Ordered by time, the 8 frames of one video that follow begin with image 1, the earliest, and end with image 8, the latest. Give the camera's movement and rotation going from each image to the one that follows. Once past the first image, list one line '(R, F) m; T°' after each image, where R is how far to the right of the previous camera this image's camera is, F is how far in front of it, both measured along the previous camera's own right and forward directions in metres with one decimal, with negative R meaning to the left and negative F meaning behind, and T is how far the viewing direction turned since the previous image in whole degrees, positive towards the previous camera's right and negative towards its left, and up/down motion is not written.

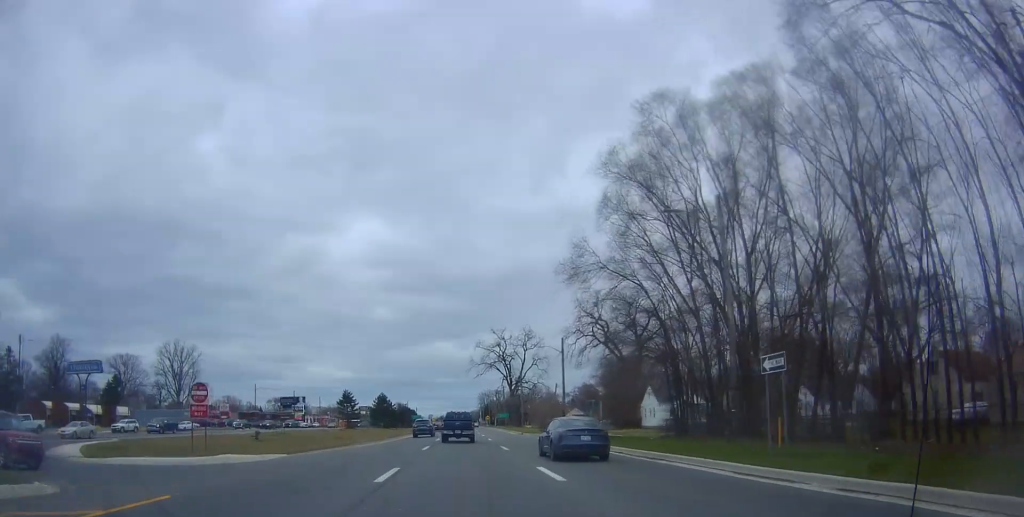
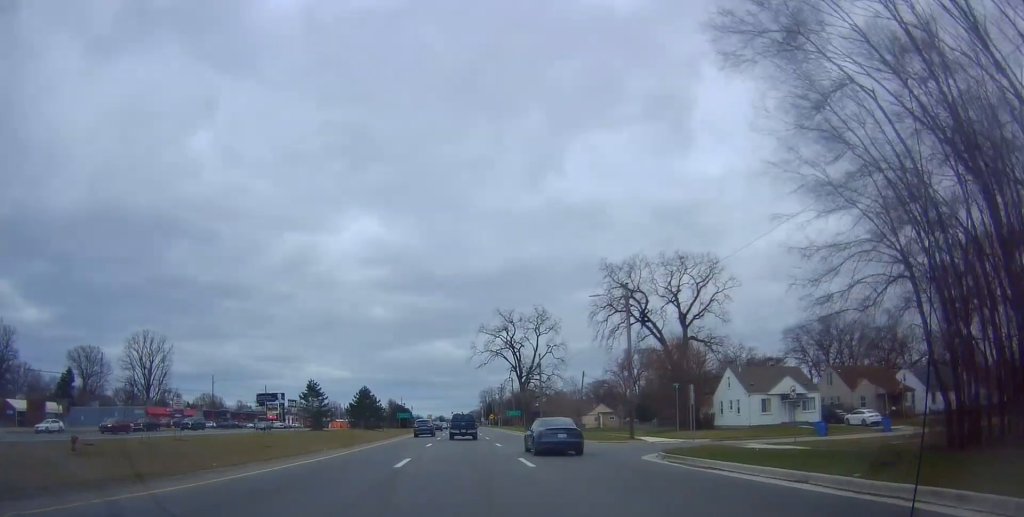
(-0.2, +26.0) m; 0°
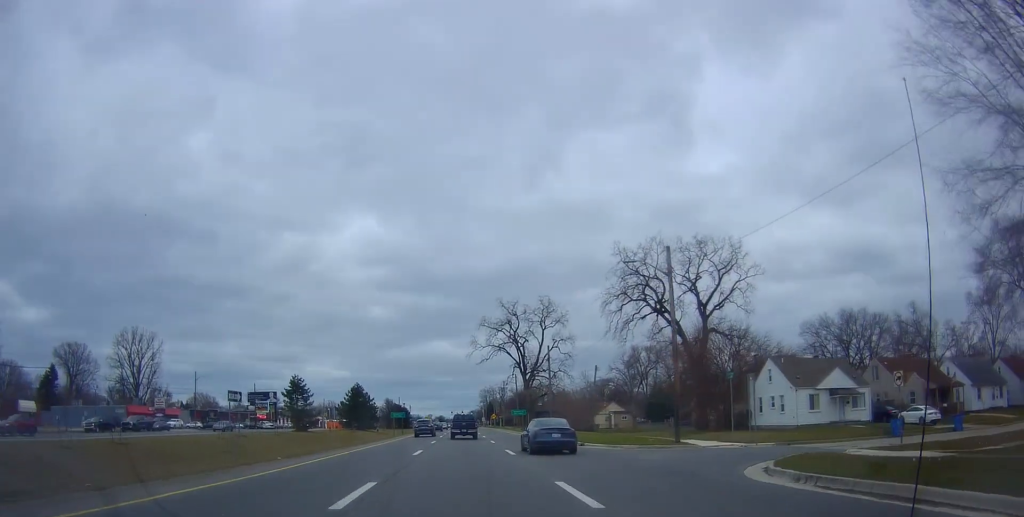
(+0.2, +8.4) m; -1°
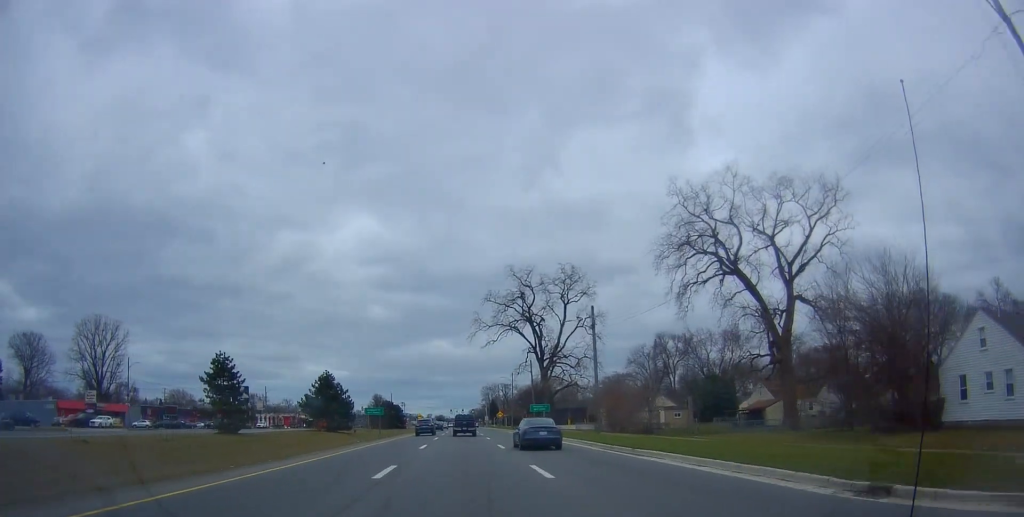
(-0.7, +24.9) m; 0°
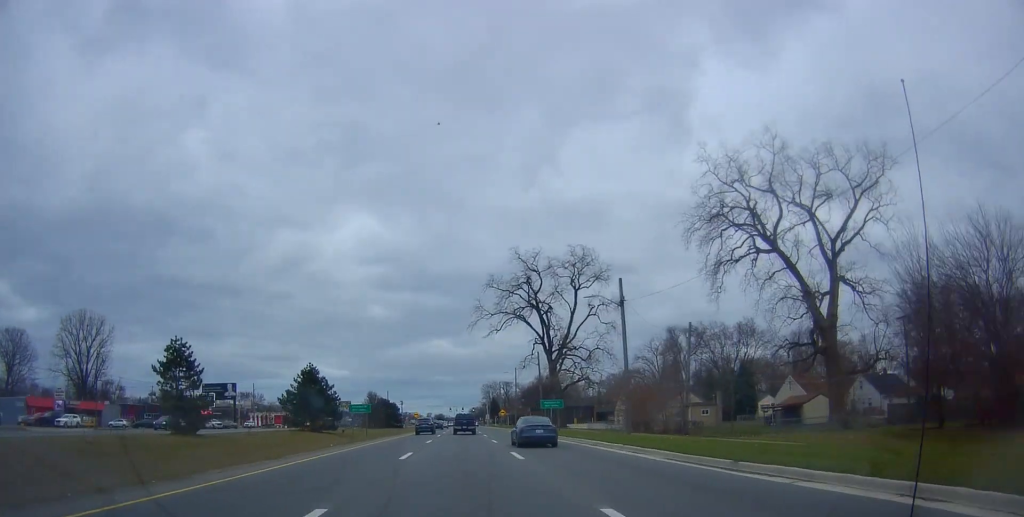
(+0.4, +8.9) m; 0°
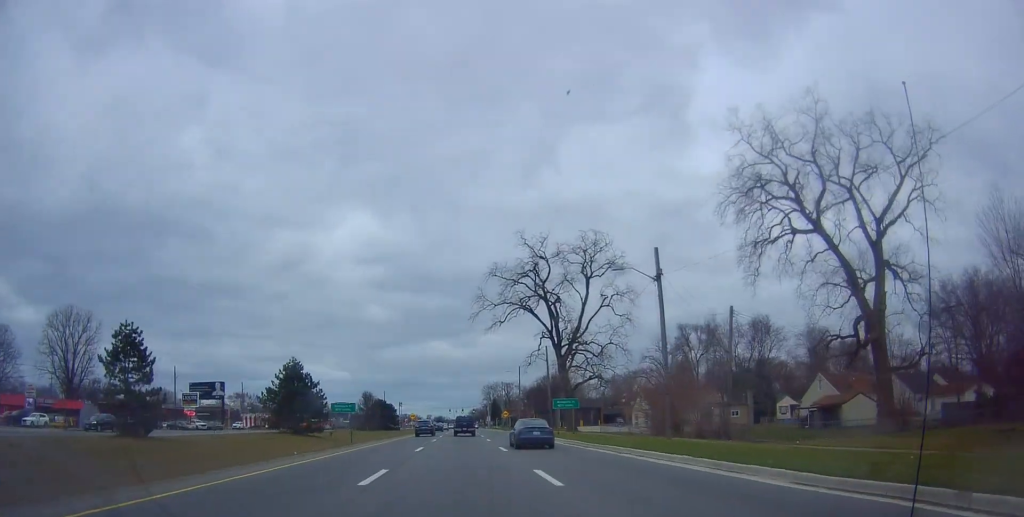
(+0.3, +7.6) m; 0°
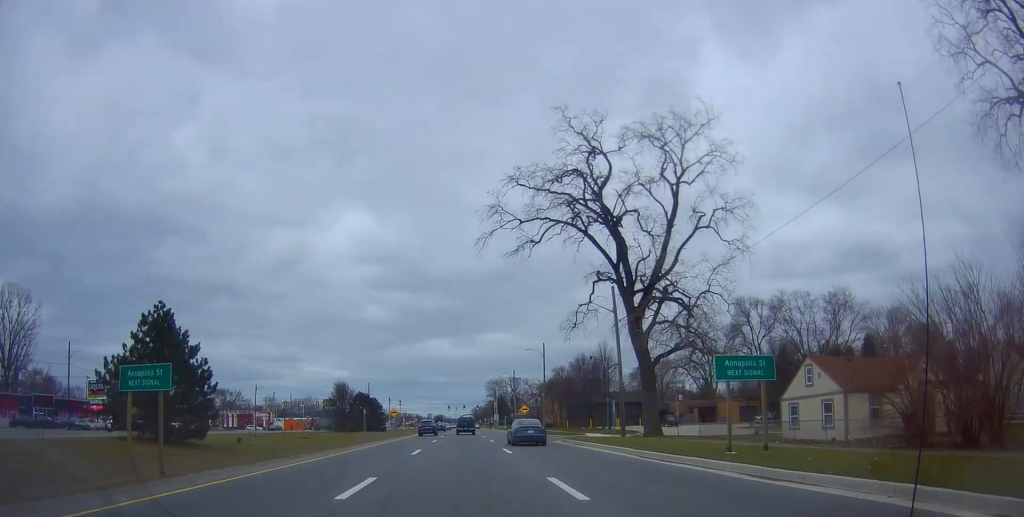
(-0.3, +31.7) m; +1°
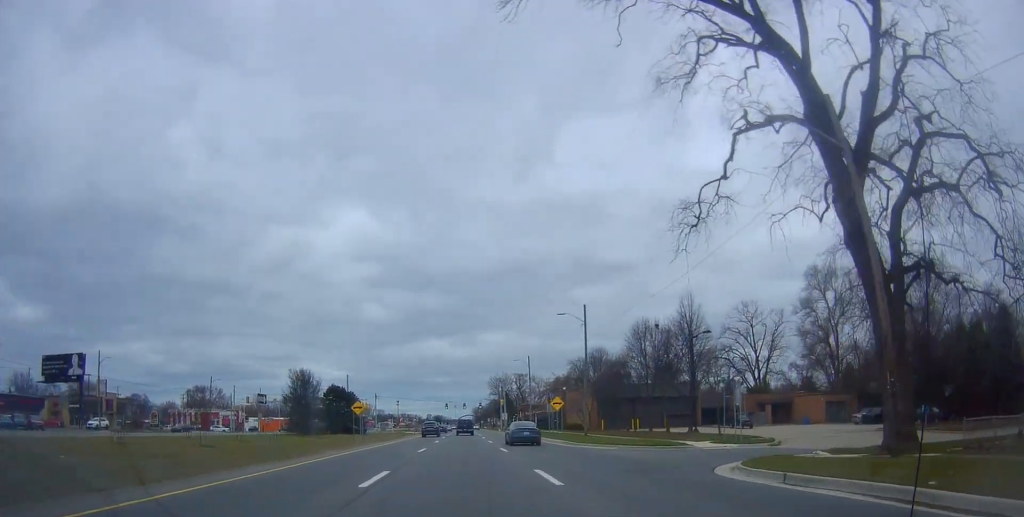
(+0.1, +27.0) m; +1°
